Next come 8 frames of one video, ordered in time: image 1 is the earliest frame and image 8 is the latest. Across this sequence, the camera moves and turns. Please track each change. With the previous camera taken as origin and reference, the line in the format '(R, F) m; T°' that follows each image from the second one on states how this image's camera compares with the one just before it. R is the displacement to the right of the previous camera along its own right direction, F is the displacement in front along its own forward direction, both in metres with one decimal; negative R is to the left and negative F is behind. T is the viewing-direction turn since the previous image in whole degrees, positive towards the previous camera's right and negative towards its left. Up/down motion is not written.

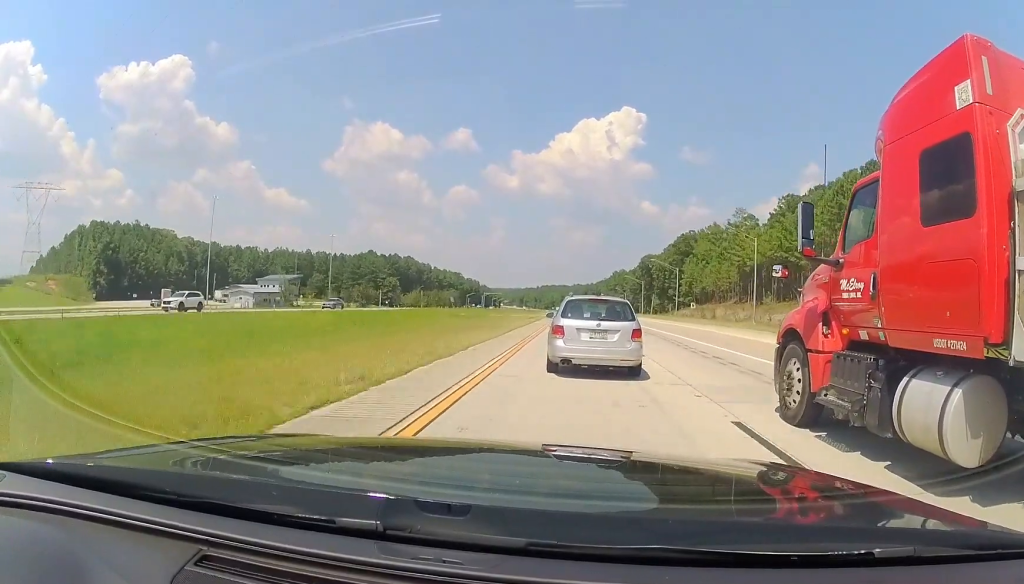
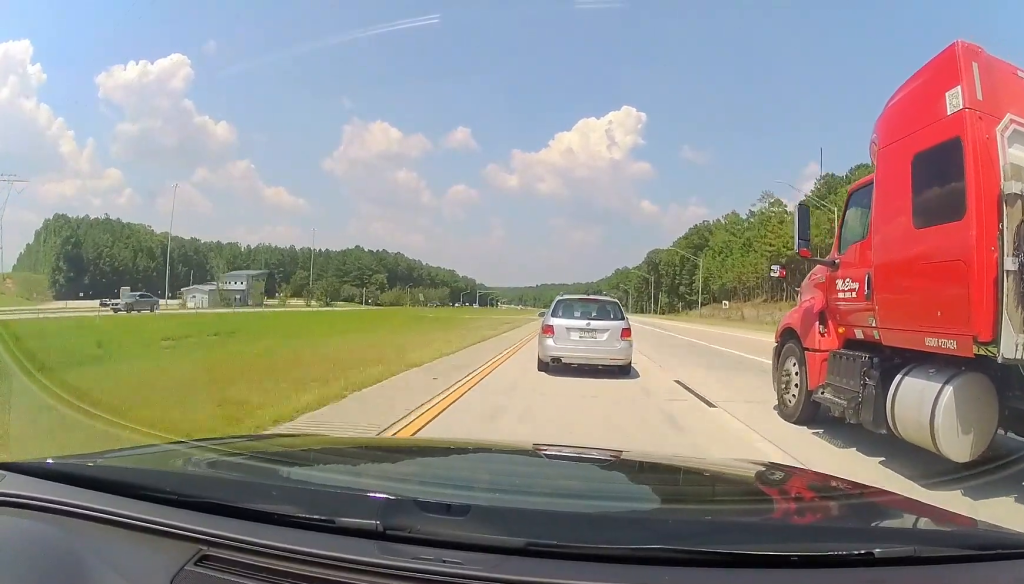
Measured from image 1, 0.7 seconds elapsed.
(+0.1, +20.0) m; 0°
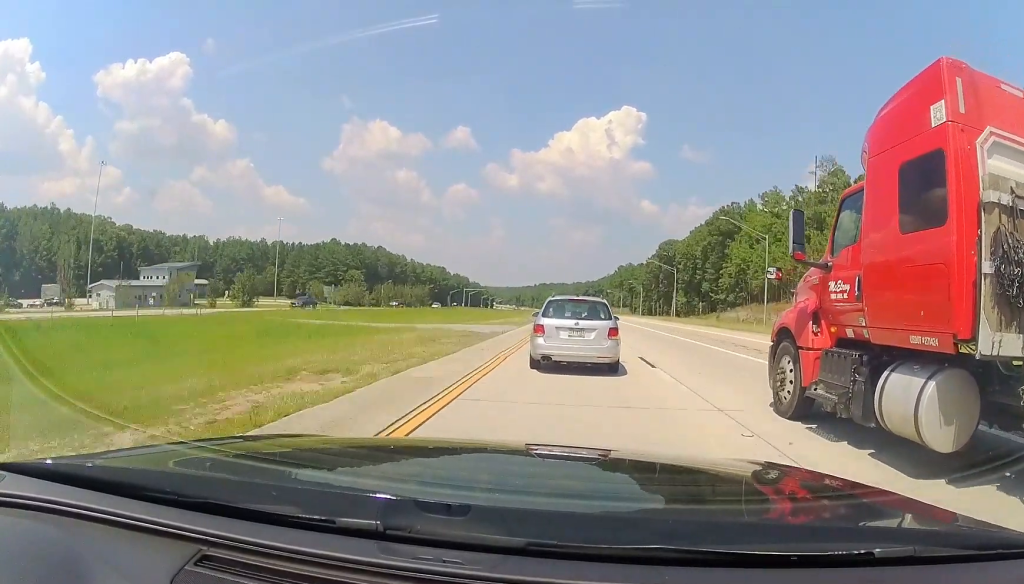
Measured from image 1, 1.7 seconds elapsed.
(0.0, +31.0) m; 0°
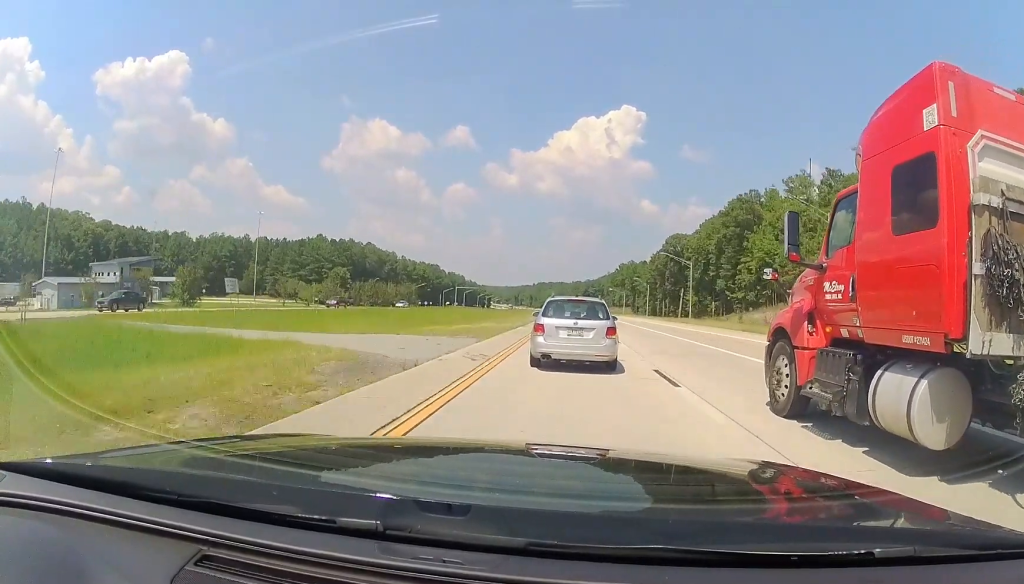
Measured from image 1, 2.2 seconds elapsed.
(0.0, +15.1) m; 0°
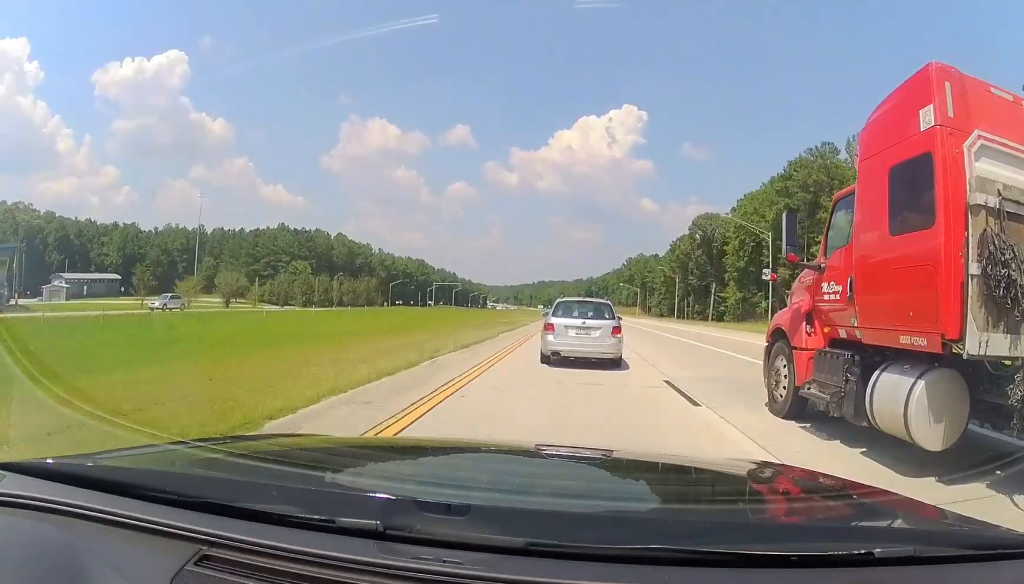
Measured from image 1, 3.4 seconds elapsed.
(+0.2, +37.5) m; +2°
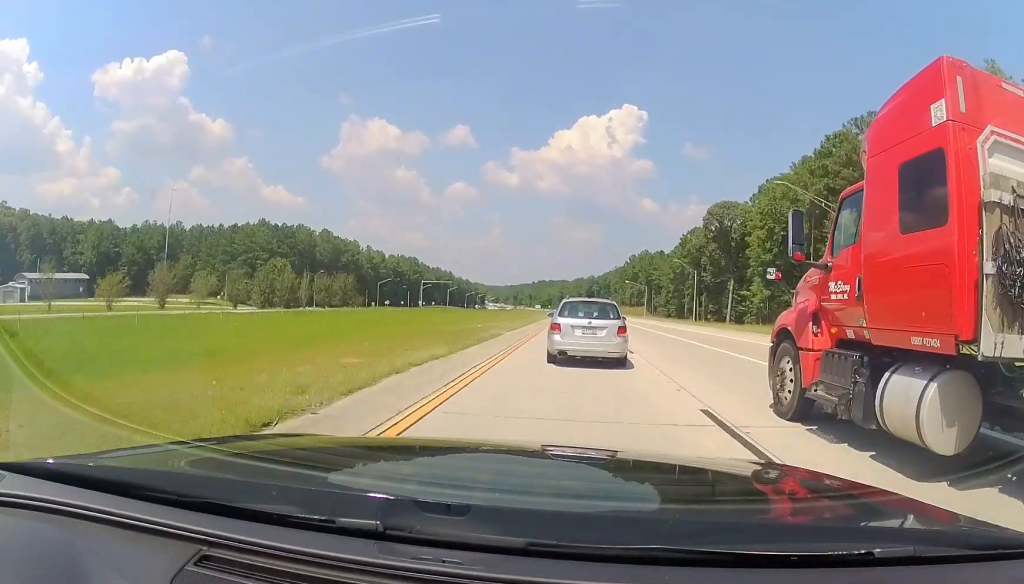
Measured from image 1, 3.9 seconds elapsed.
(+0.1, +15.4) m; 0°
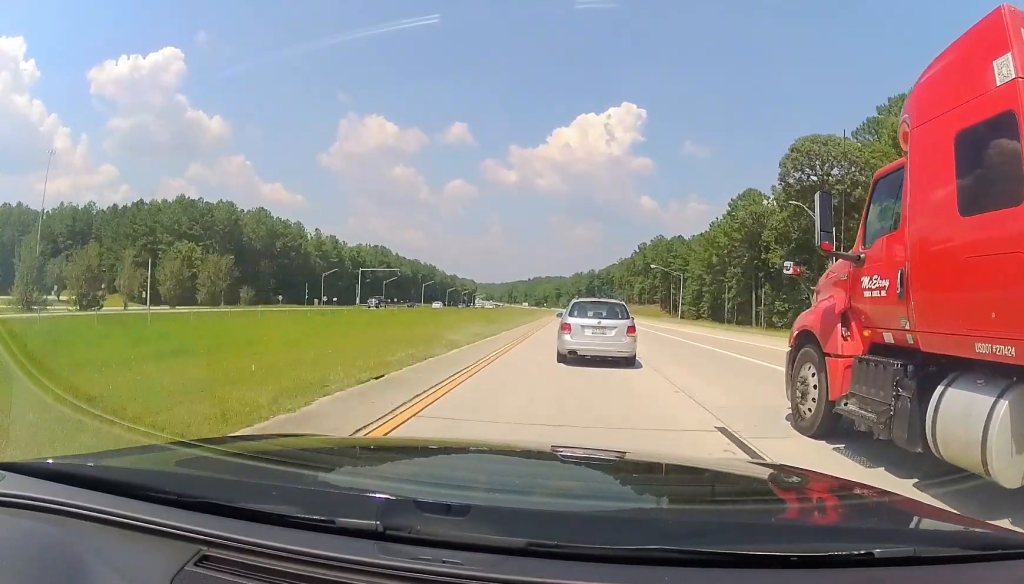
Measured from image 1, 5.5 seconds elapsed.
(-0.2, +49.0) m; -2°
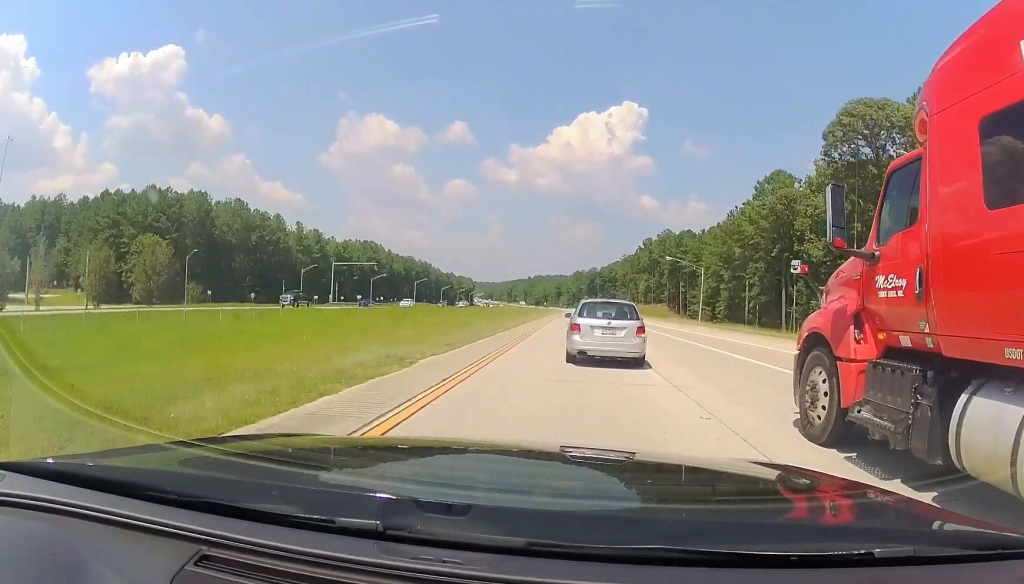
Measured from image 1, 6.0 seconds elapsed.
(-0.1, +16.0) m; 0°
